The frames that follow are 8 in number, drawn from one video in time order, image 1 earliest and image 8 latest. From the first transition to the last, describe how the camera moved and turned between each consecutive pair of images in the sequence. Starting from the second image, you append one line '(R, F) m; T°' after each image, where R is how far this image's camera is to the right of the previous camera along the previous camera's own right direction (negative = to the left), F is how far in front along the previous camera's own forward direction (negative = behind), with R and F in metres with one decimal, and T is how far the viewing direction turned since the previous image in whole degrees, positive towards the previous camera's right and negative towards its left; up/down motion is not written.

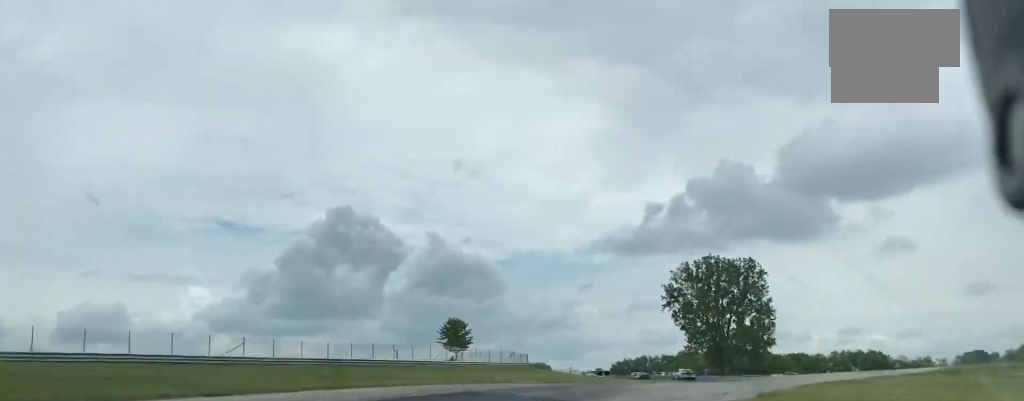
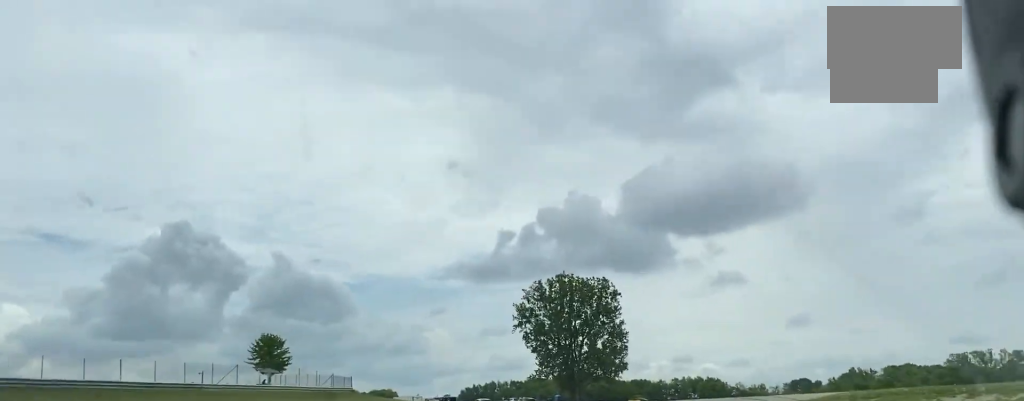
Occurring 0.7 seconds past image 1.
(+1.1, +15.9) m; +7°
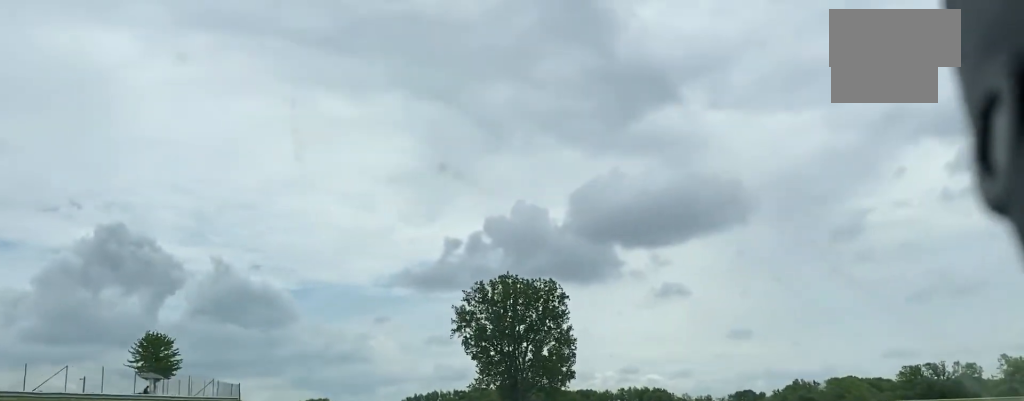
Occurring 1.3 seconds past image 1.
(+0.8, +13.6) m; +2°
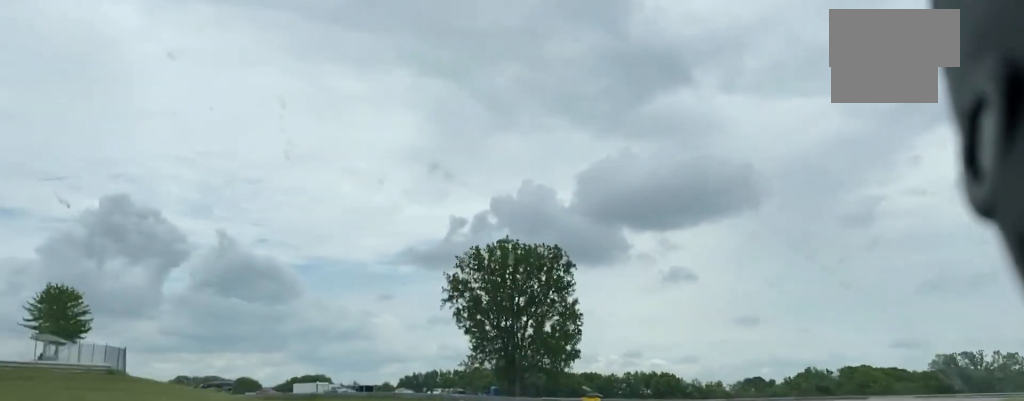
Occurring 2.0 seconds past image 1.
(+0.7, +17.1) m; 0°
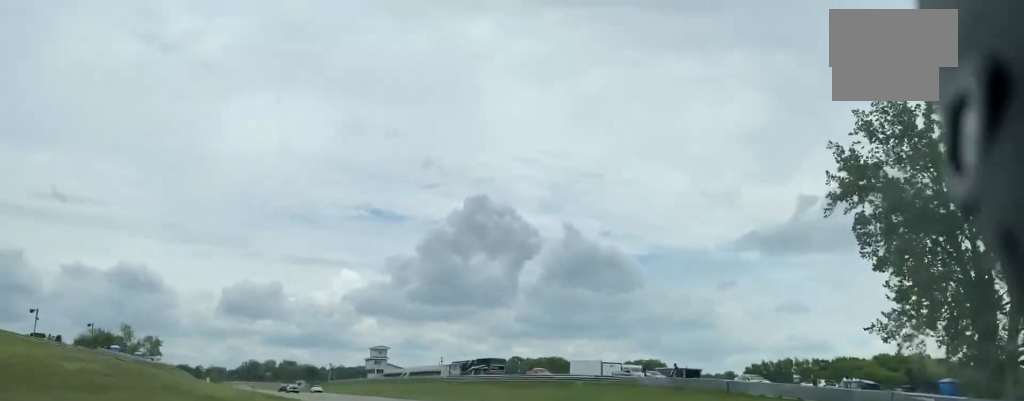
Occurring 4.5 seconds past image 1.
(-12.6, +64.9) m; -24°
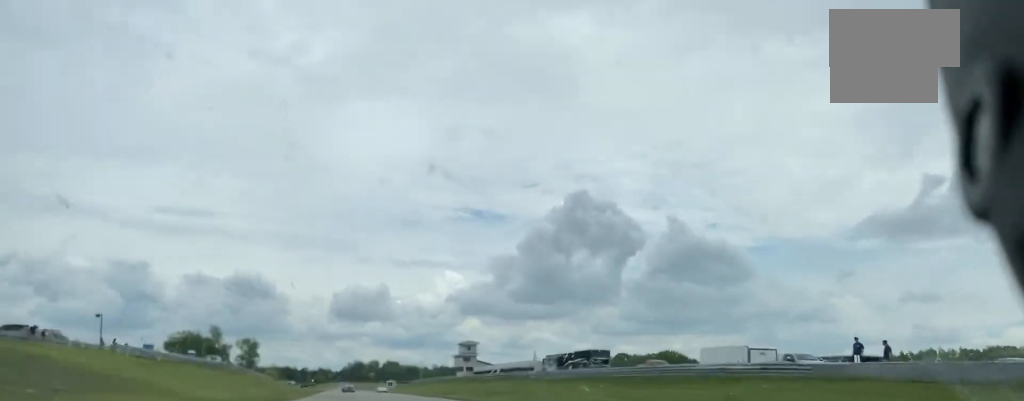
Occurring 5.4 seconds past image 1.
(-2.2, +24.7) m; -9°
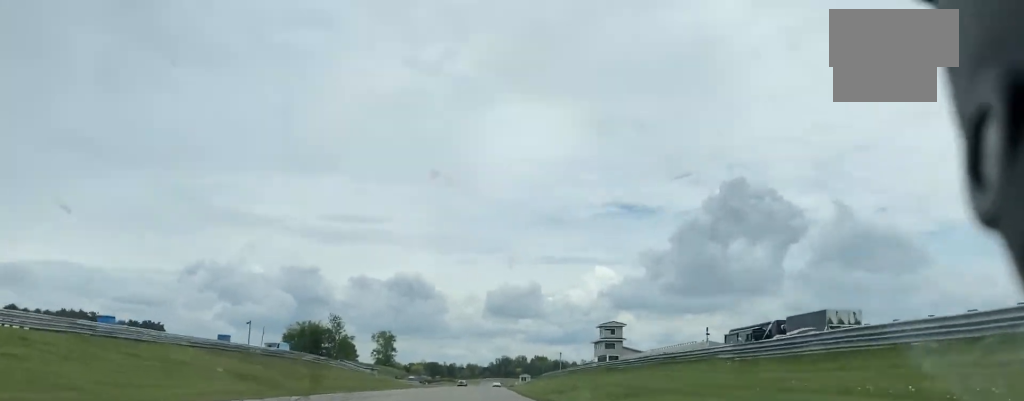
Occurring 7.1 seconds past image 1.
(-4.8, +46.0) m; -9°
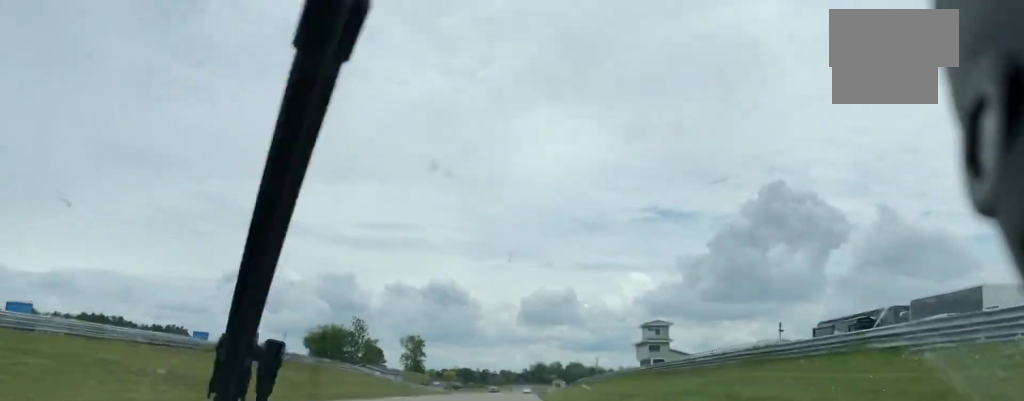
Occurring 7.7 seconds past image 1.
(+0.2, +16.7) m; -3°
